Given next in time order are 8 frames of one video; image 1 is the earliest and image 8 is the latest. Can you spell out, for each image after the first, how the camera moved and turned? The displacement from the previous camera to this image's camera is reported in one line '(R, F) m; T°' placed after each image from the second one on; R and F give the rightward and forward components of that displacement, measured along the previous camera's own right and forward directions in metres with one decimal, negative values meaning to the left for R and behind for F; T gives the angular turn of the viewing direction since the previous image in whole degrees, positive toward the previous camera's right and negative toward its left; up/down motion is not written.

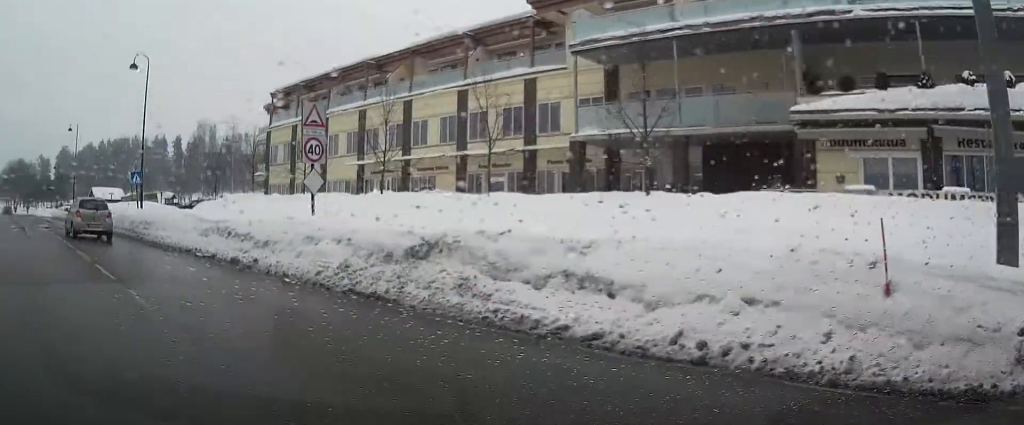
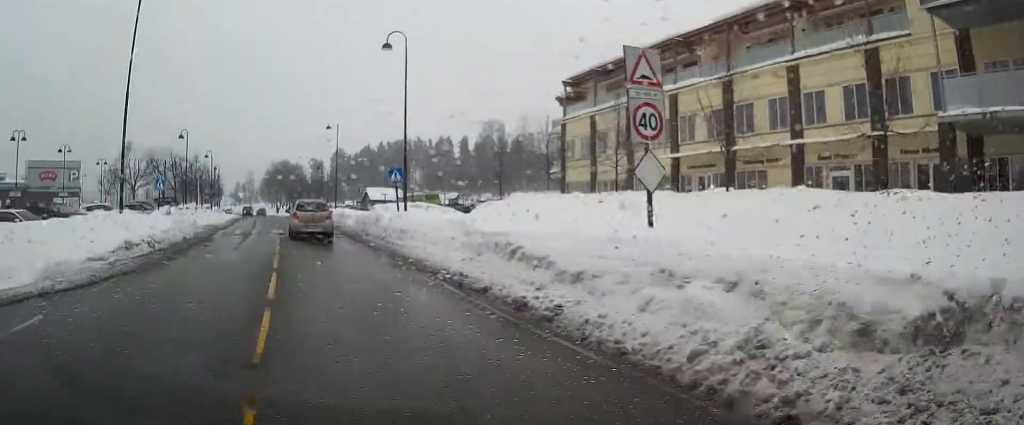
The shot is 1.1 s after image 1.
(-0.7, +4.8) m; -18°
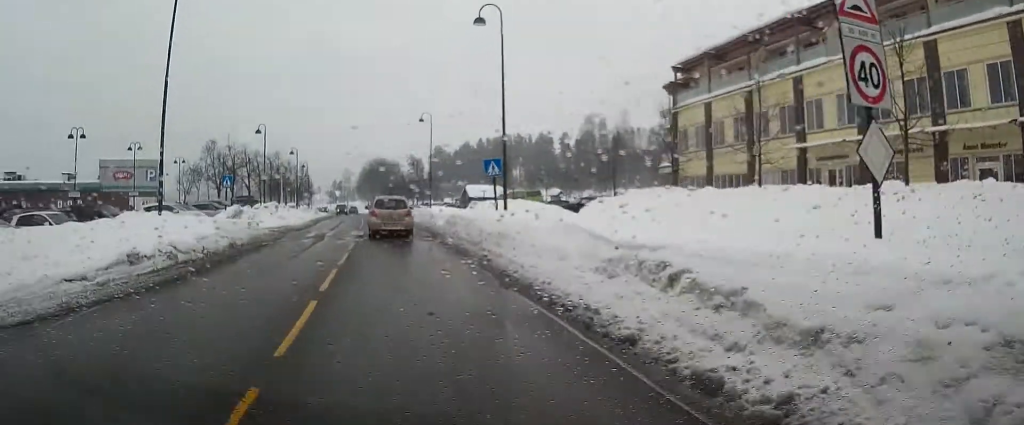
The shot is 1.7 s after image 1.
(-0.3, +3.2) m; -9°
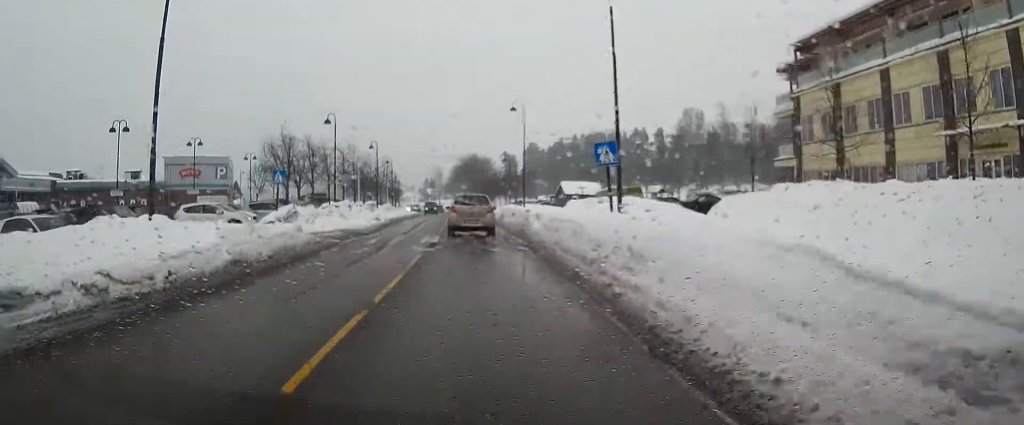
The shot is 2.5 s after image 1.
(-0.4, +4.9) m; -6°
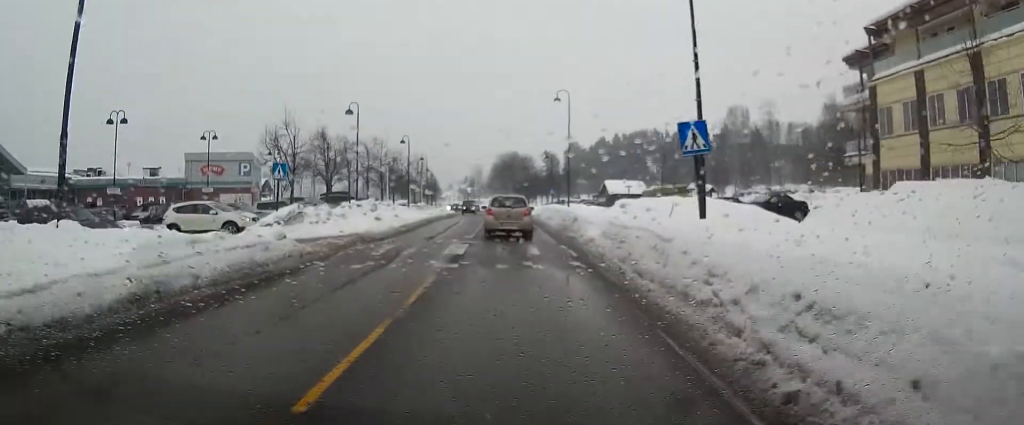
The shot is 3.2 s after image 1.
(-0.2, +4.5) m; -4°
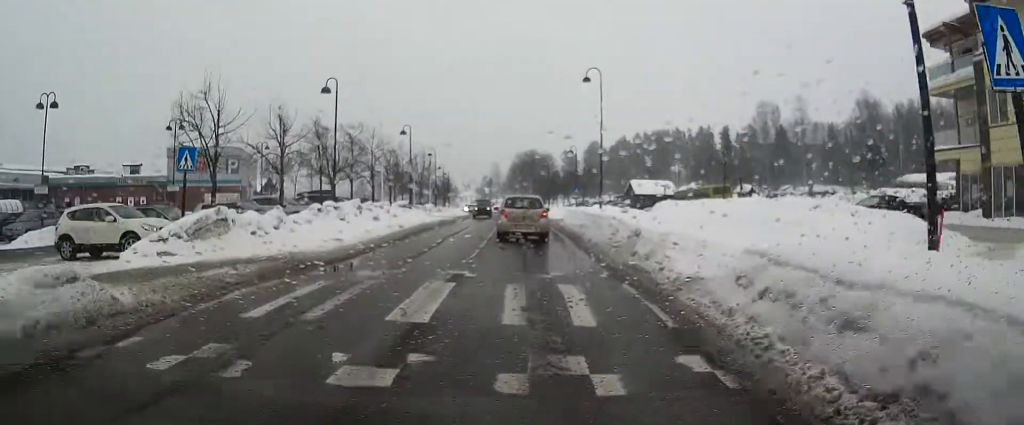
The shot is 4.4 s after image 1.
(-0.4, +8.0) m; -4°
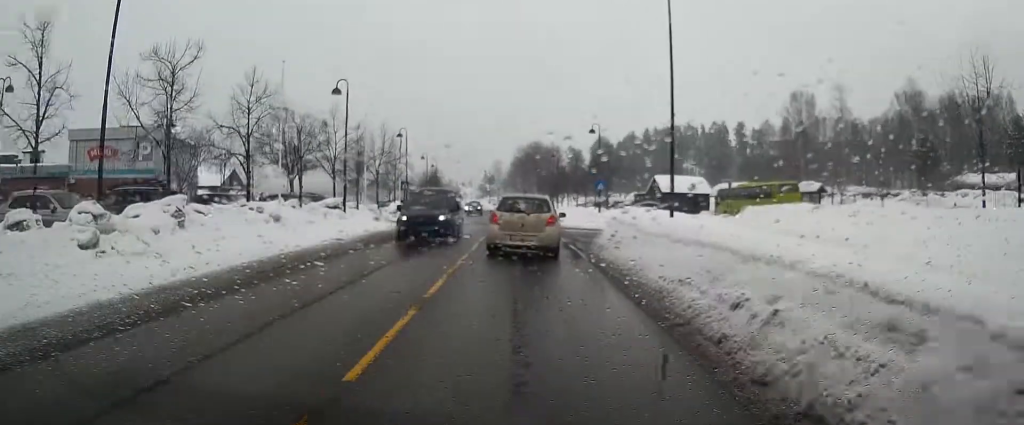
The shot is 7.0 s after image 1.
(-0.2, +16.5) m; 0°
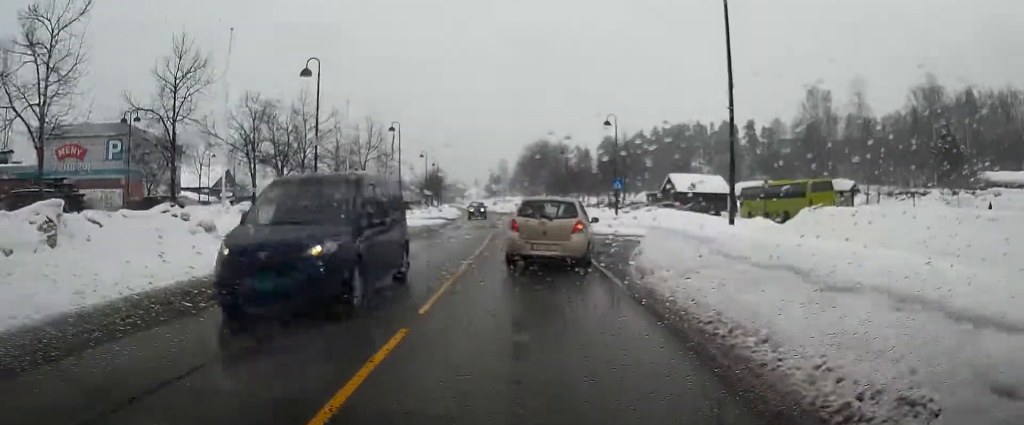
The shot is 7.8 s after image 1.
(+0.1, +5.1) m; 0°
